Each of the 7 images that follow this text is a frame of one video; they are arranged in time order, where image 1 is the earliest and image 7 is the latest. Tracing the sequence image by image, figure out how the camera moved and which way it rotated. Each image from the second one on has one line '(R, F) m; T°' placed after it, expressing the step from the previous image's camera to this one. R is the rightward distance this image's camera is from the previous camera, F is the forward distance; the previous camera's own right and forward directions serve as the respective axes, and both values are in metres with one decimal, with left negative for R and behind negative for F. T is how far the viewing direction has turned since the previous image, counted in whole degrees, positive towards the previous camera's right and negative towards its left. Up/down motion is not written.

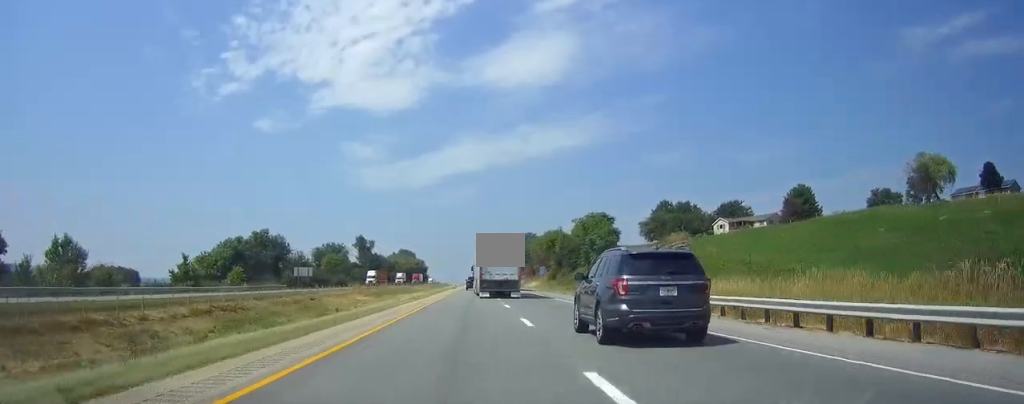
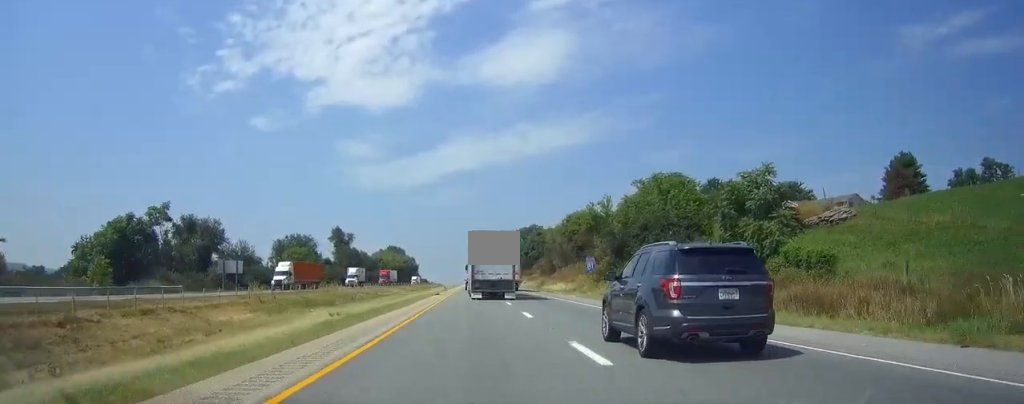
(+0.1, +43.6) m; 0°
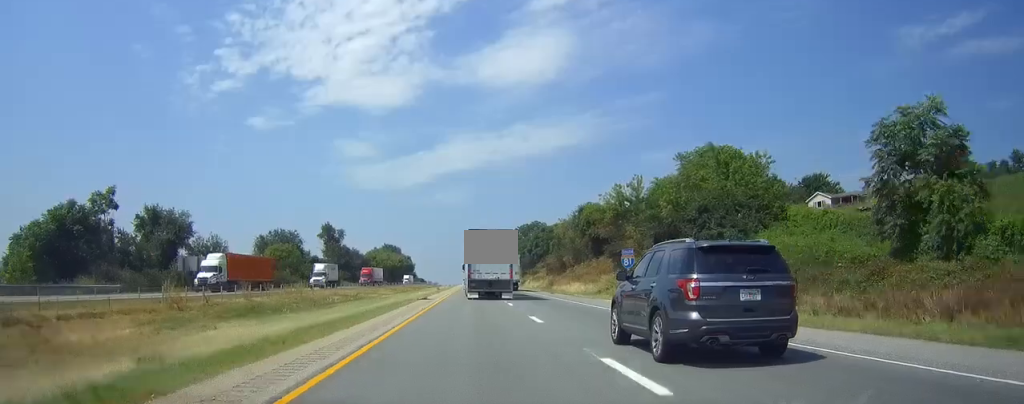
(0.0, +15.0) m; 0°
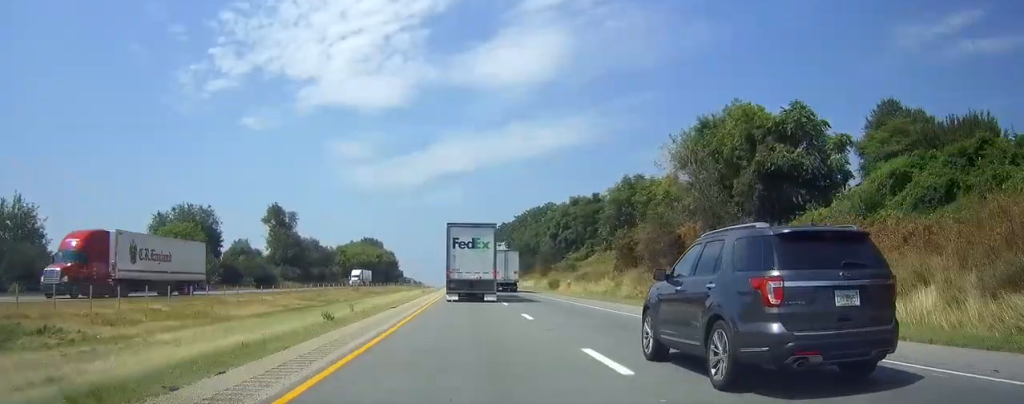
(0.0, +58.8) m; 0°
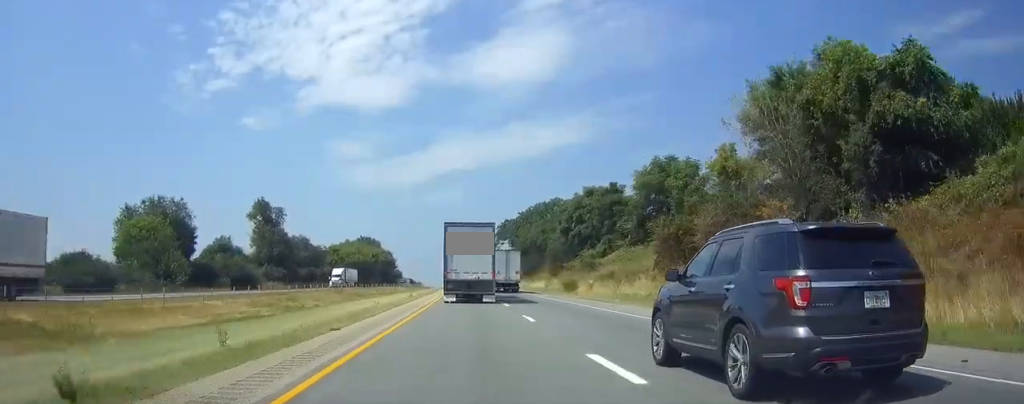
(0.0, +12.9) m; 0°
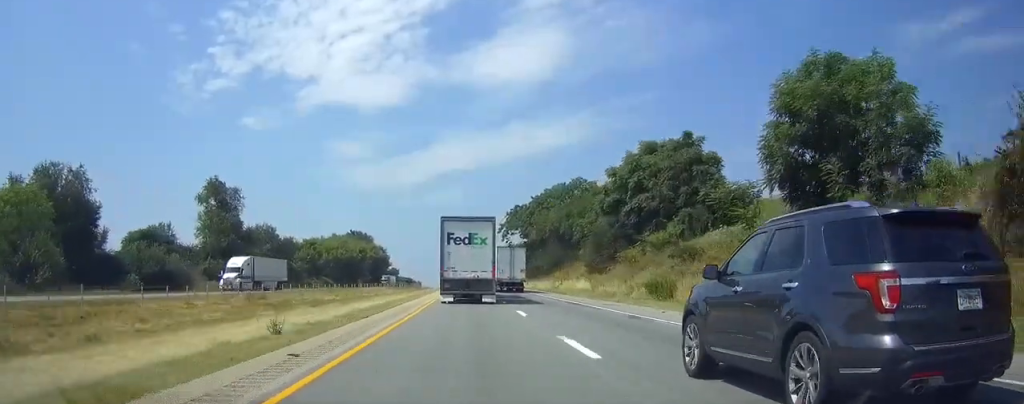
(+0.1, +33.2) m; 0°
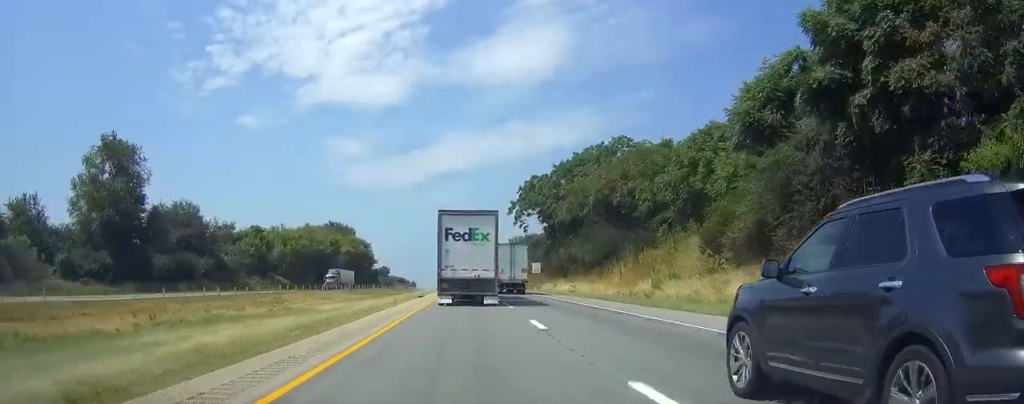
(0.0, +42.8) m; 0°
